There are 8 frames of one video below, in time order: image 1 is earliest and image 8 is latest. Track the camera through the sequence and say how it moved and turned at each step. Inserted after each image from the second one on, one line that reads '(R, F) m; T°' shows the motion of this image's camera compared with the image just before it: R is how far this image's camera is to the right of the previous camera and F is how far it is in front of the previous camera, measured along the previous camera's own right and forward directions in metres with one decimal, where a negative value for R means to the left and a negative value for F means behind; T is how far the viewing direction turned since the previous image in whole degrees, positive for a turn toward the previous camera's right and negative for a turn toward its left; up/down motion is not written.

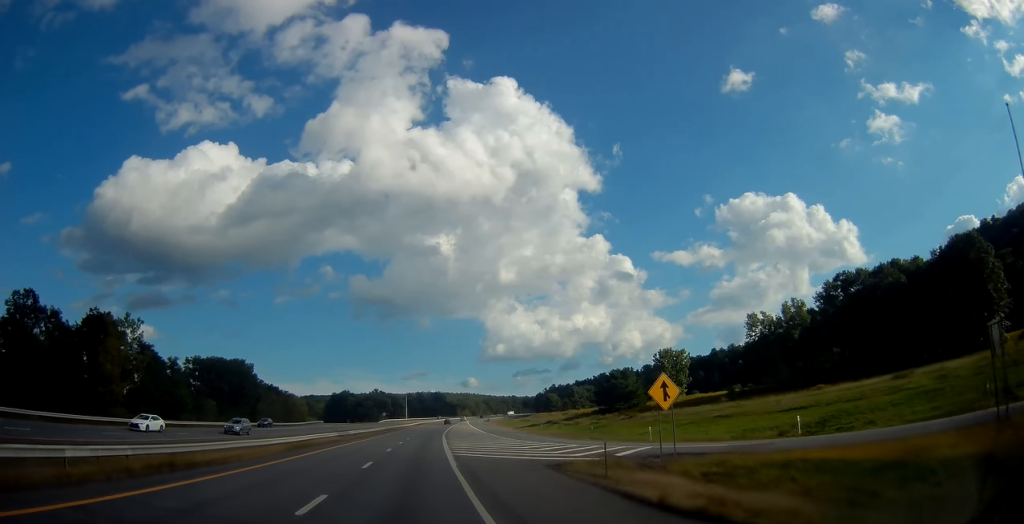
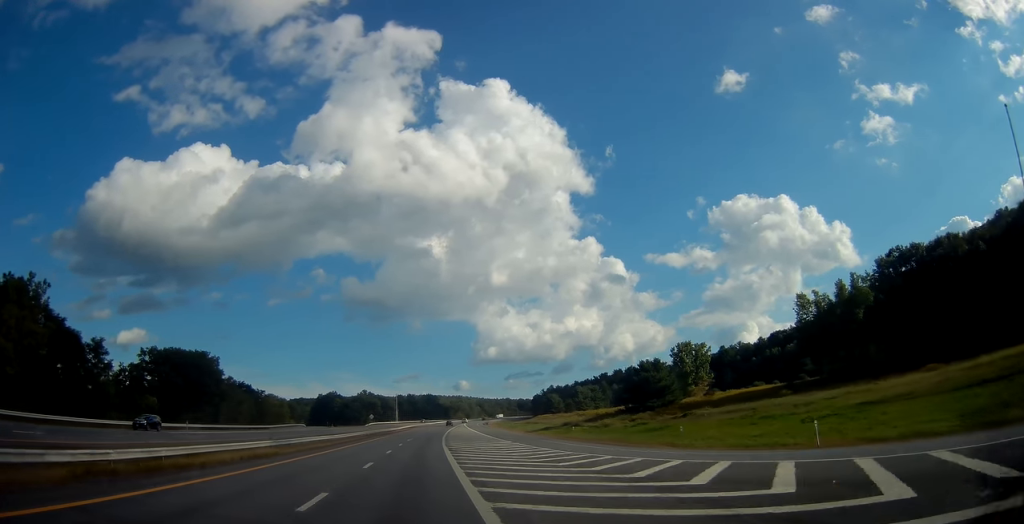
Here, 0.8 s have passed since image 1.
(+0.2, +23.8) m; +1°
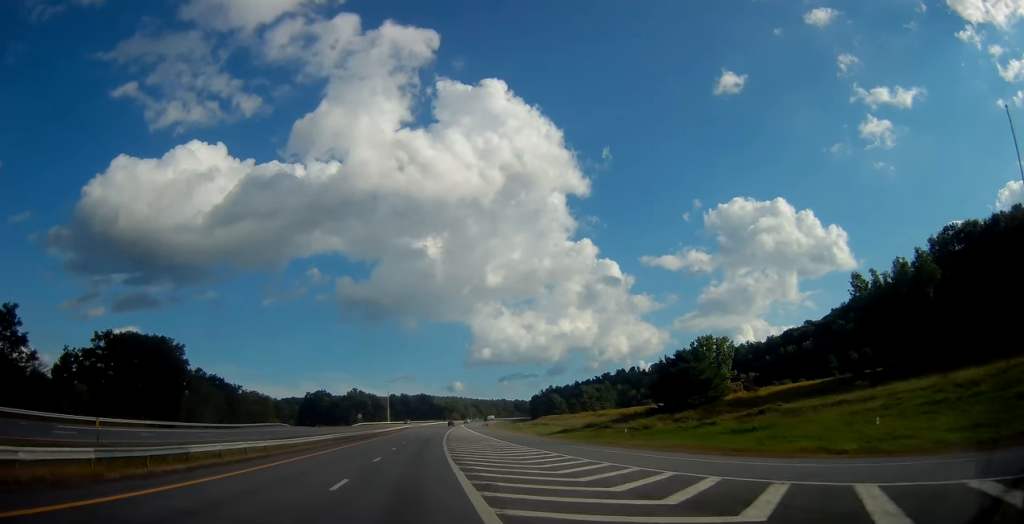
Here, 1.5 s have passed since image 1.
(+0.4, +19.9) m; +1°
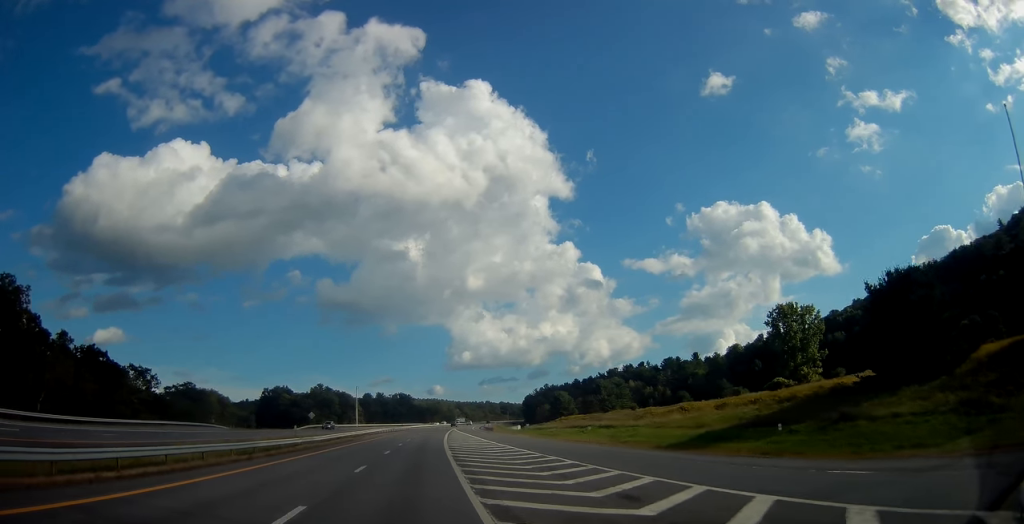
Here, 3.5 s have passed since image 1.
(+1.1, +54.8) m; +2°
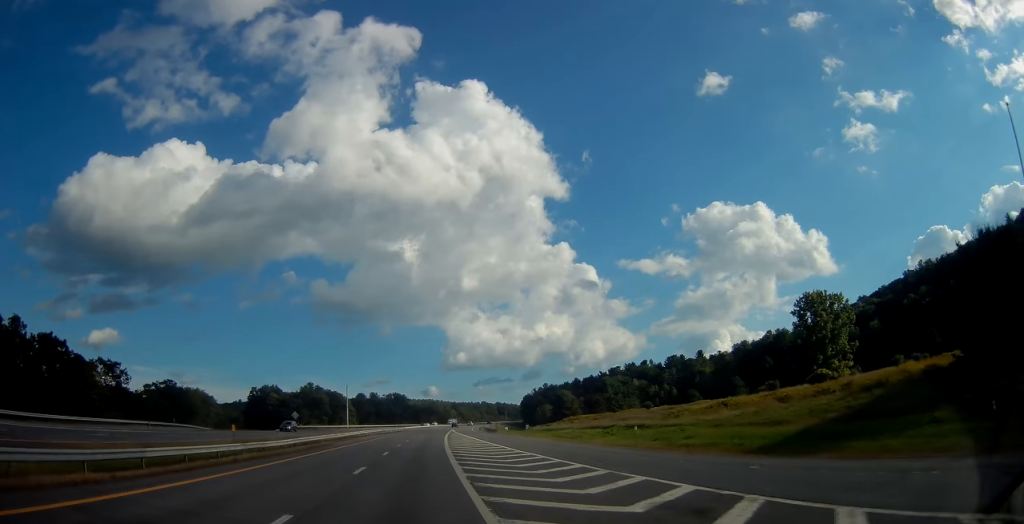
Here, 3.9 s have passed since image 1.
(-0.1, +13.2) m; 0°
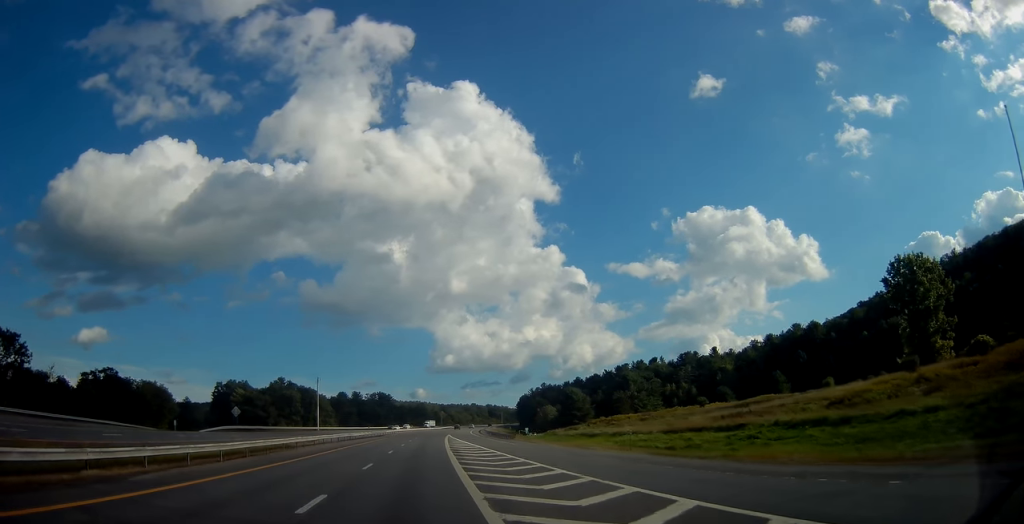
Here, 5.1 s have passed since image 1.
(+0.4, +33.9) m; +2°
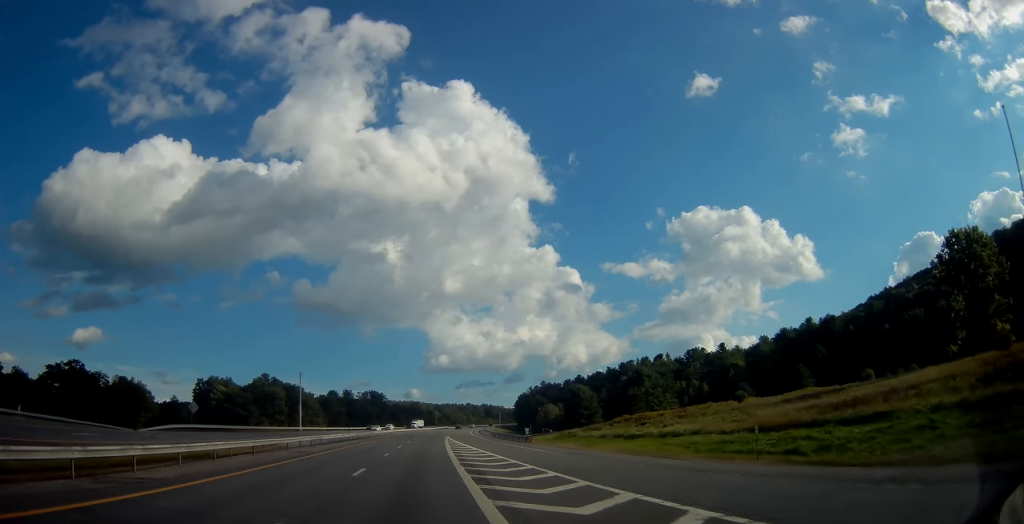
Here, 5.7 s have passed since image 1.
(+0.2, +16.0) m; +1°
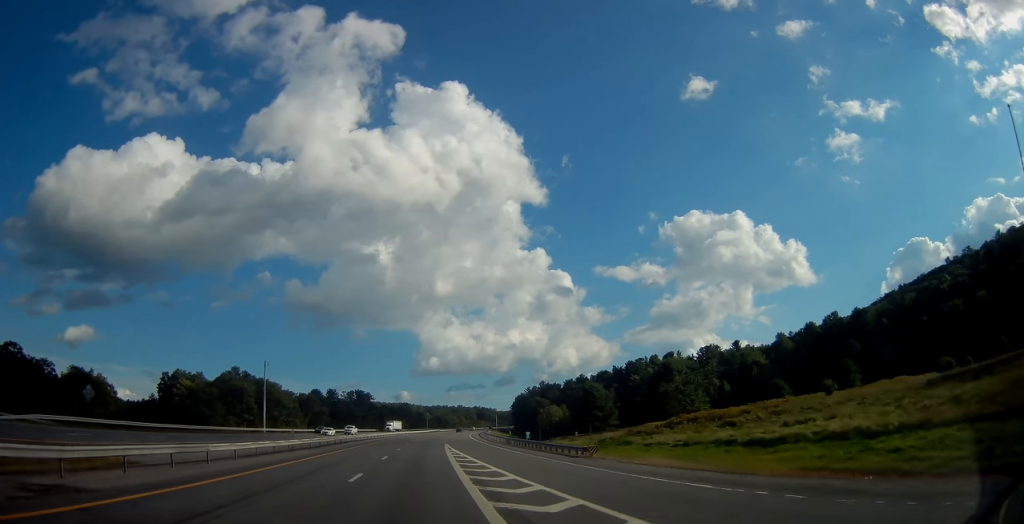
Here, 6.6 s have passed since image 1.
(+0.2, +25.5) m; 0°
